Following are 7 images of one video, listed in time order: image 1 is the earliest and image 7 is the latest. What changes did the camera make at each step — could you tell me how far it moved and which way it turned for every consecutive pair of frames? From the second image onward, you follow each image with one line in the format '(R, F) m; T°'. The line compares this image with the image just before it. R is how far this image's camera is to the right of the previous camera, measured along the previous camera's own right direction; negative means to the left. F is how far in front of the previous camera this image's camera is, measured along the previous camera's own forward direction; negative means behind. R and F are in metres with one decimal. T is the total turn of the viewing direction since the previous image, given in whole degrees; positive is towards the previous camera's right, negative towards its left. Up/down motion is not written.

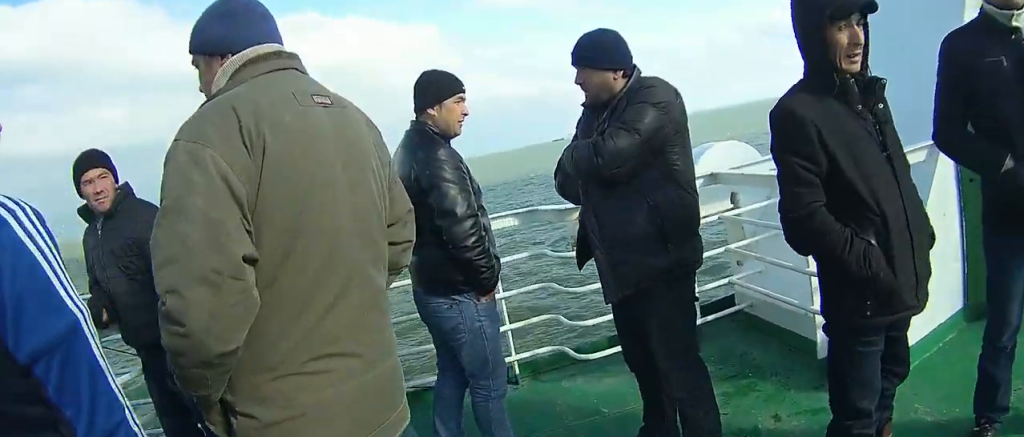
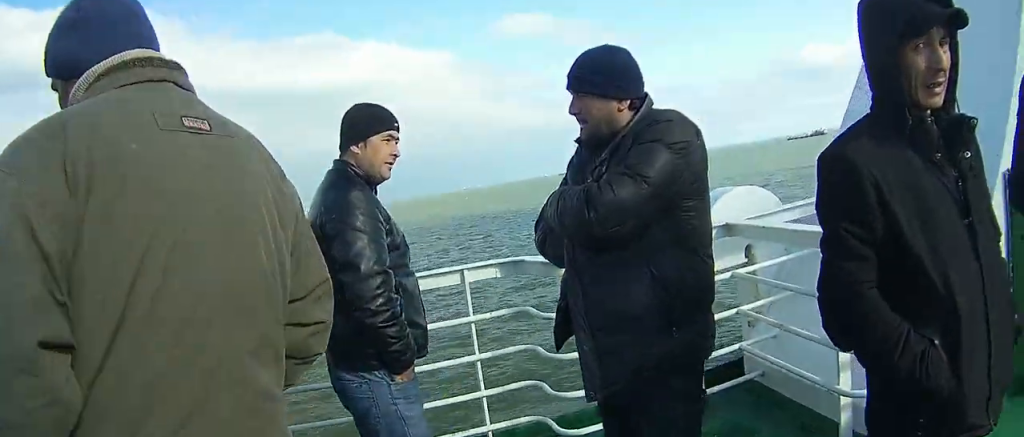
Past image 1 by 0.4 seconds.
(0.0, +1.5) m; 0°
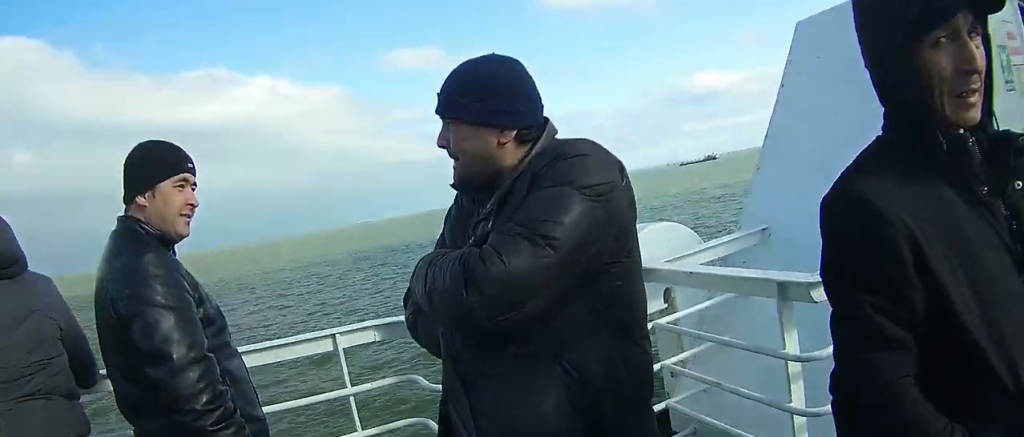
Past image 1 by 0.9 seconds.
(0.0, +1.6) m; 0°
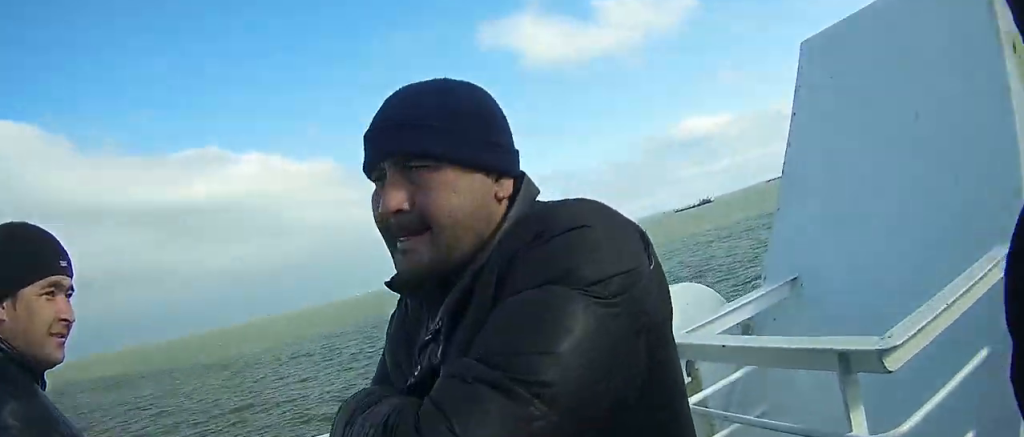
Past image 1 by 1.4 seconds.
(0.0, +1.6) m; 0°
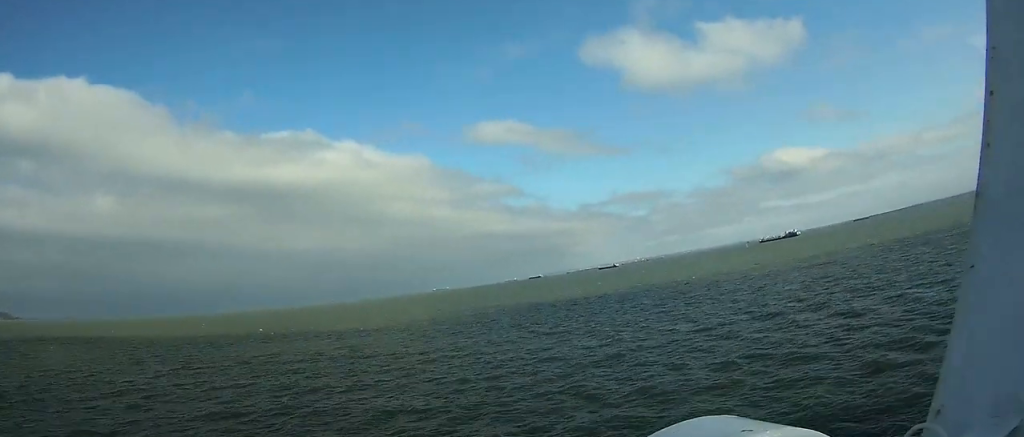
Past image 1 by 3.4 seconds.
(0.0, +7.3) m; -1°
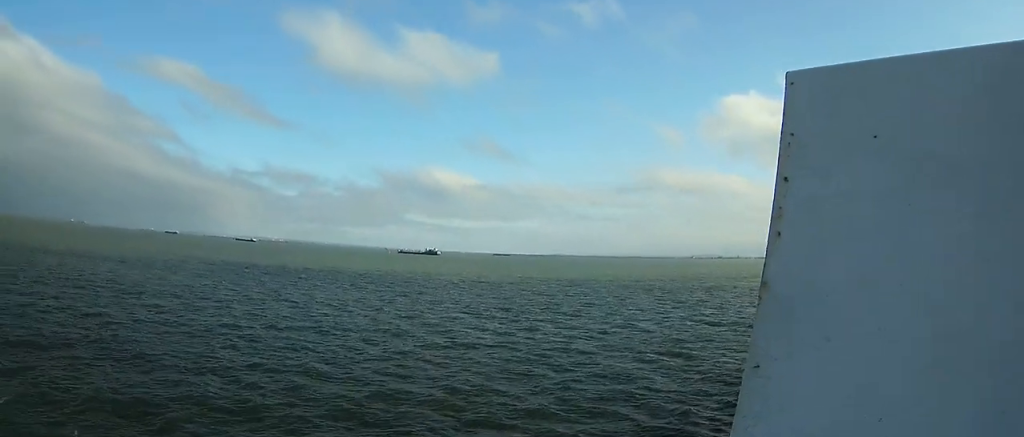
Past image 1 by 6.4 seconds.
(-0.4, +11.8) m; -4°
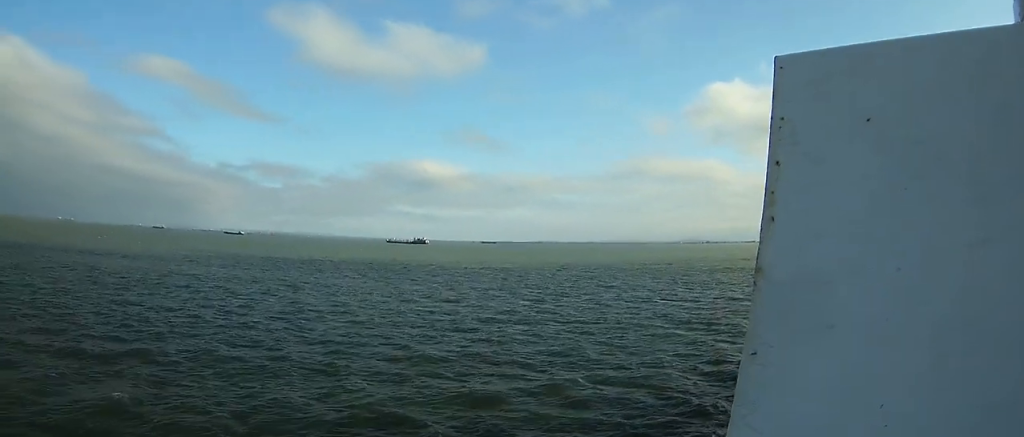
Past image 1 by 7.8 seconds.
(0.0, +6.1) m; -1°
